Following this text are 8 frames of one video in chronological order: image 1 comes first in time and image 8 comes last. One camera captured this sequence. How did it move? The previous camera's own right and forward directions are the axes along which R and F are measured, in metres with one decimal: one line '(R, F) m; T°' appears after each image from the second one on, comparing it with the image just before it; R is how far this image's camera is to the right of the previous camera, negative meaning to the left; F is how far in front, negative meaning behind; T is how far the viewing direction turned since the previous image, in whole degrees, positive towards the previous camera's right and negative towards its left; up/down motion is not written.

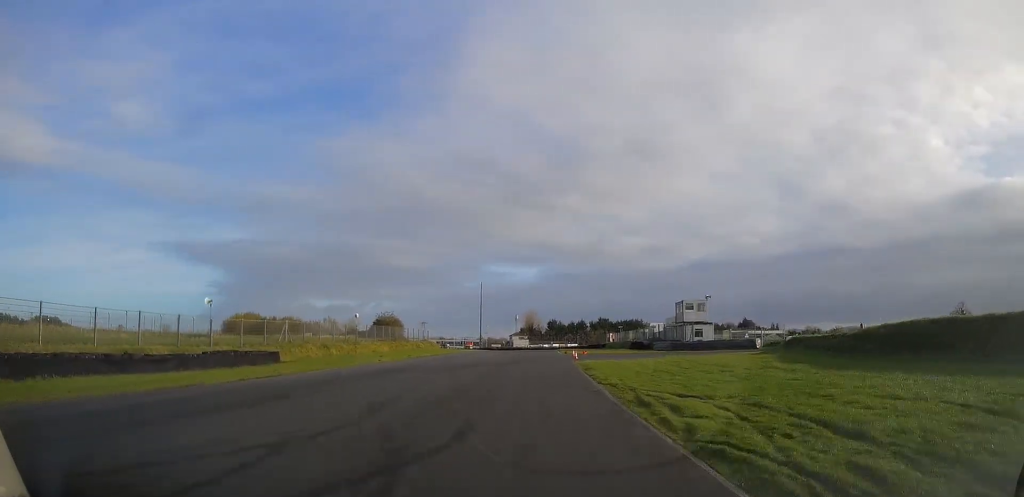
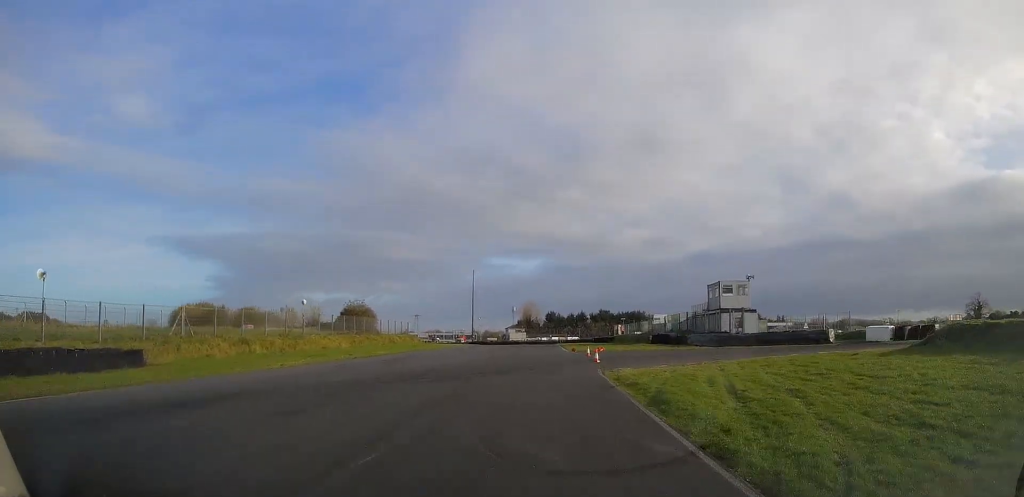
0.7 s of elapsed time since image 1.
(+0.3, +15.9) m; +1°
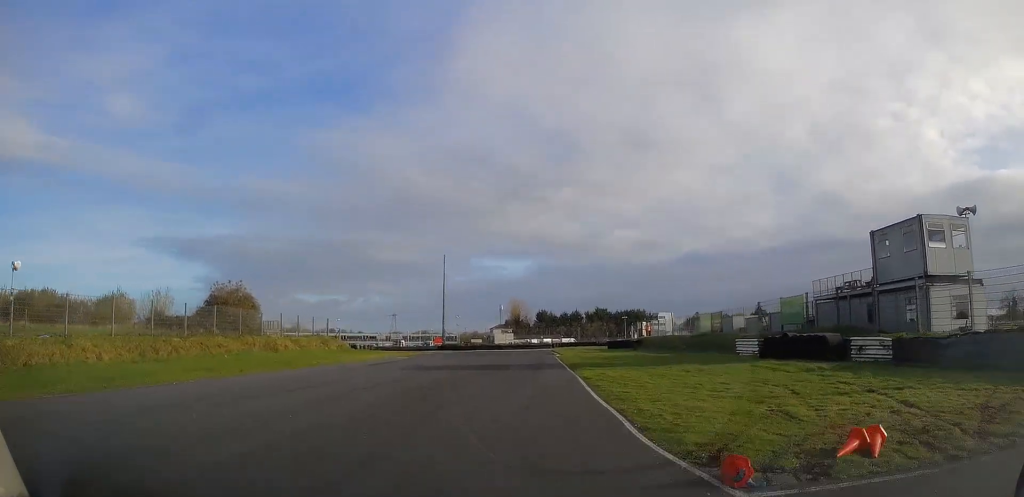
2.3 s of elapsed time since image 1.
(-0.3, +34.1) m; -1°
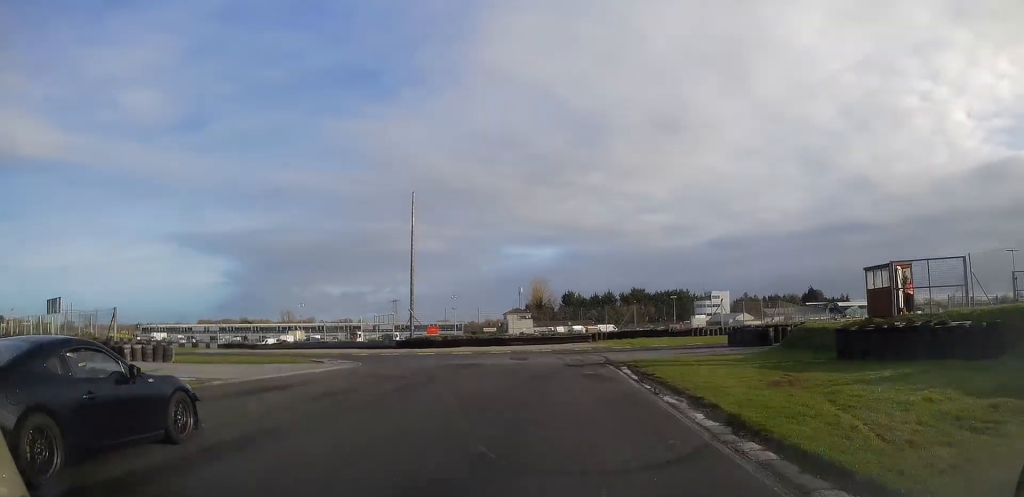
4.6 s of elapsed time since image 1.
(-0.2, +50.6) m; -5°
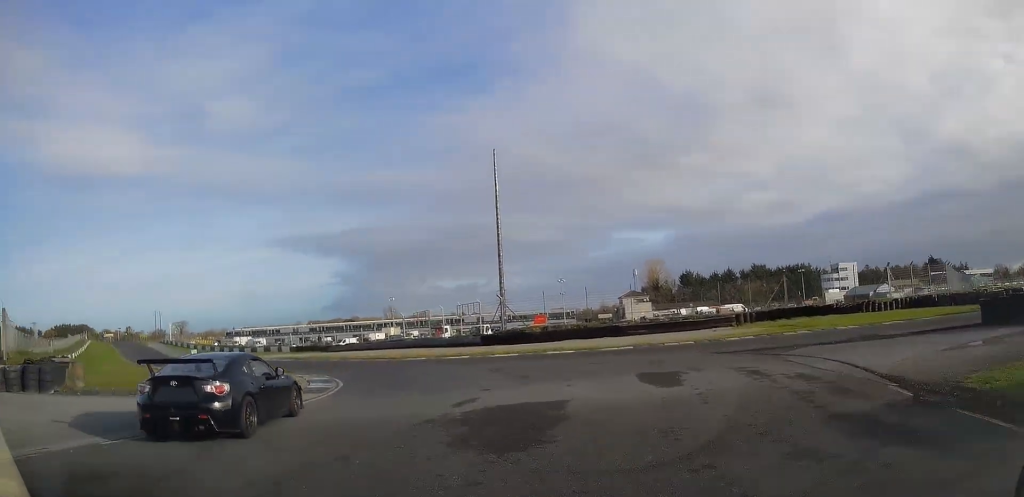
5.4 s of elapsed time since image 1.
(-1.2, +17.2) m; -11°
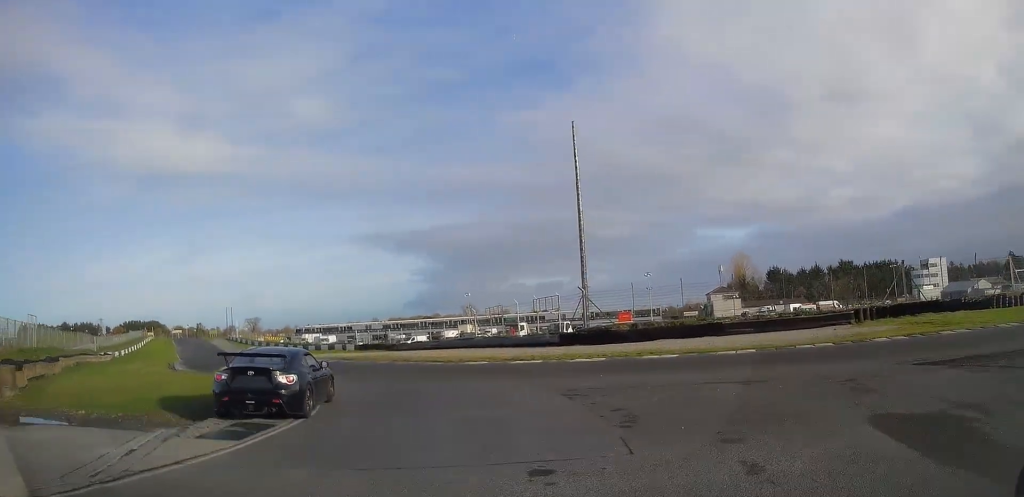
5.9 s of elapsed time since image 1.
(+0.1, +8.3) m; -6°
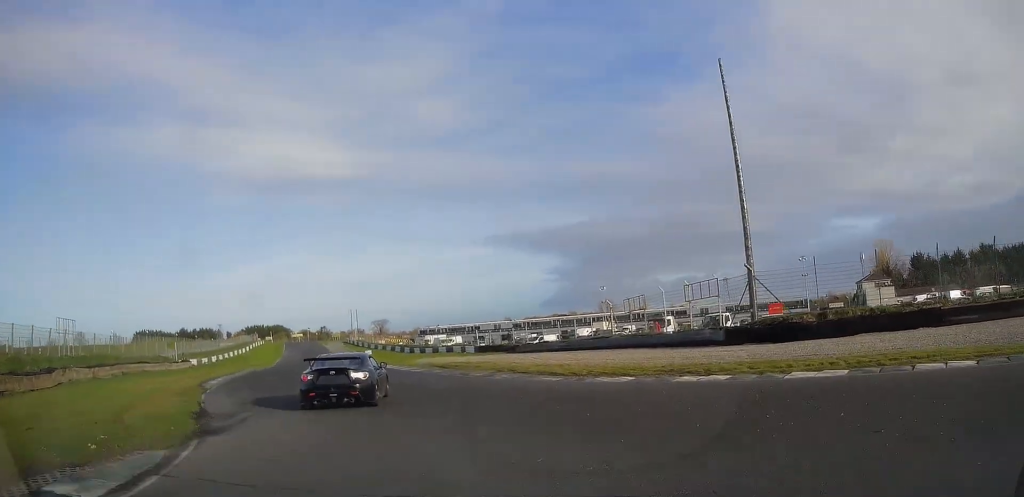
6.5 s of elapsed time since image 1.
(-1.7, +12.3) m; -12°
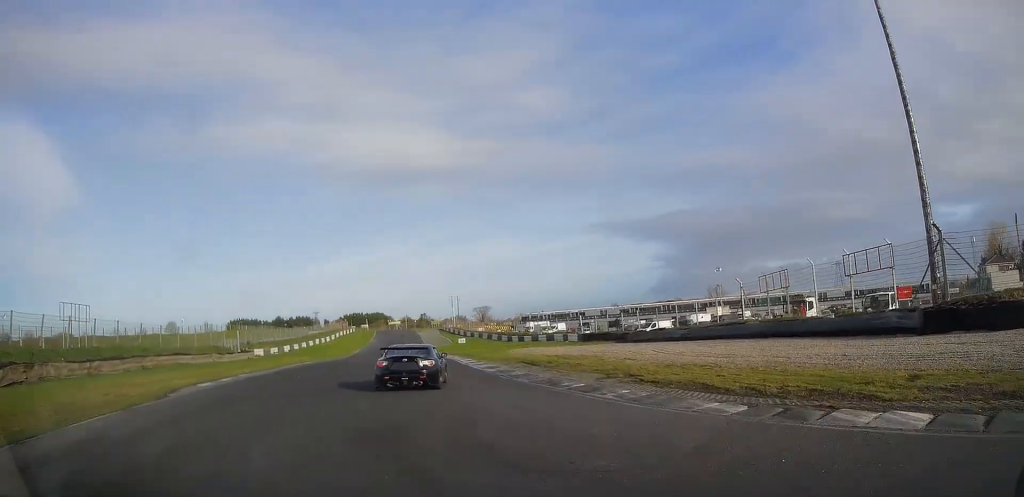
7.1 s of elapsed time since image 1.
(-1.1, +10.8) m; -9°
